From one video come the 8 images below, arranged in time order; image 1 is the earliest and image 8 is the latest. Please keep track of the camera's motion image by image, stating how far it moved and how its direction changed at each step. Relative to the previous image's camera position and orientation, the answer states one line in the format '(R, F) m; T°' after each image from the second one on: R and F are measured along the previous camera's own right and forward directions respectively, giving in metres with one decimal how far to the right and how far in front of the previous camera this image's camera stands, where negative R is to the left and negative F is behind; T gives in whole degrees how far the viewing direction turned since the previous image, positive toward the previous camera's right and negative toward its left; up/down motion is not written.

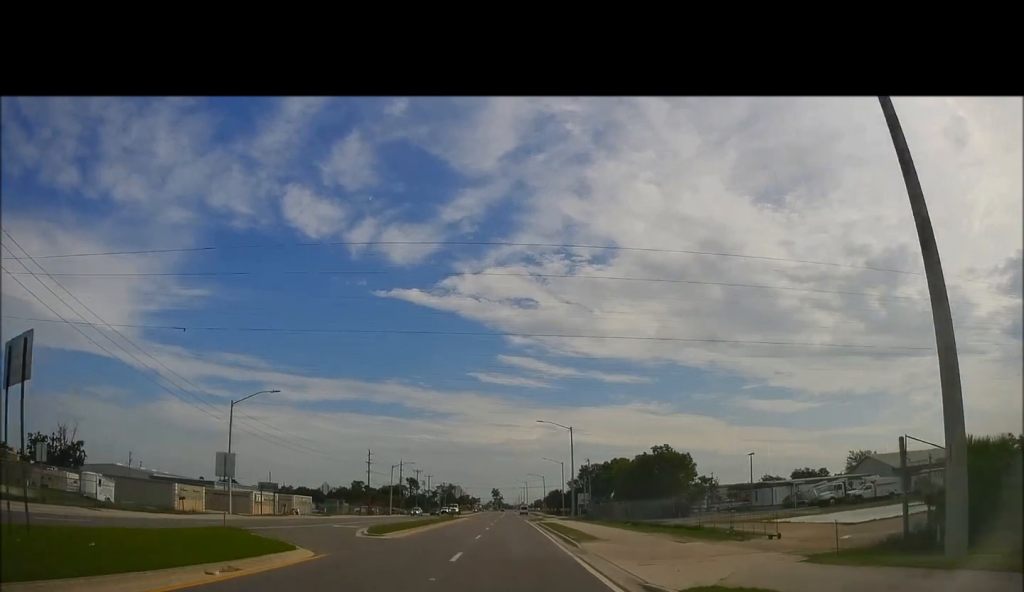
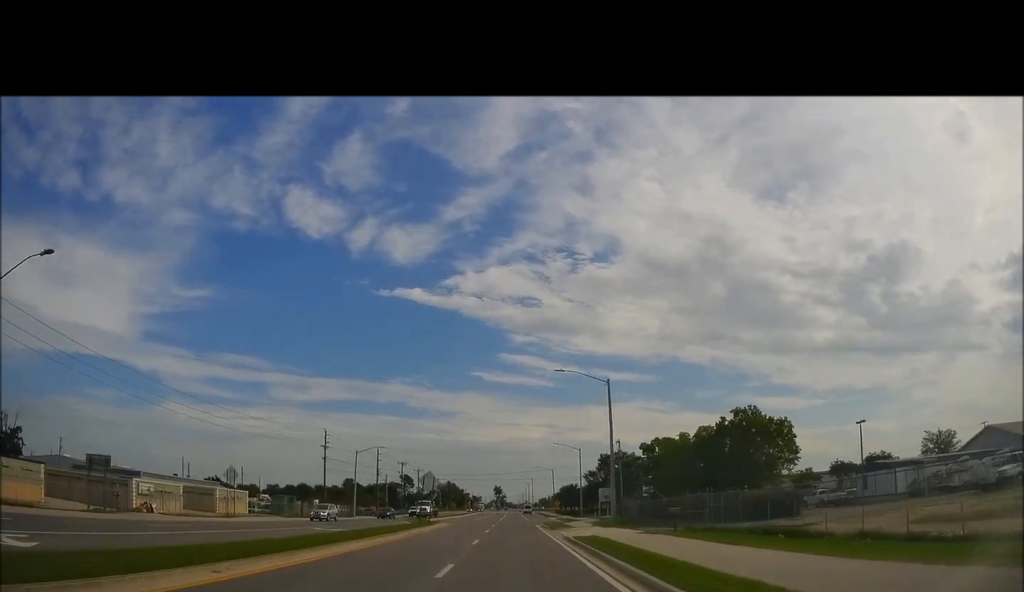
(+0.2, +27.9) m; 0°
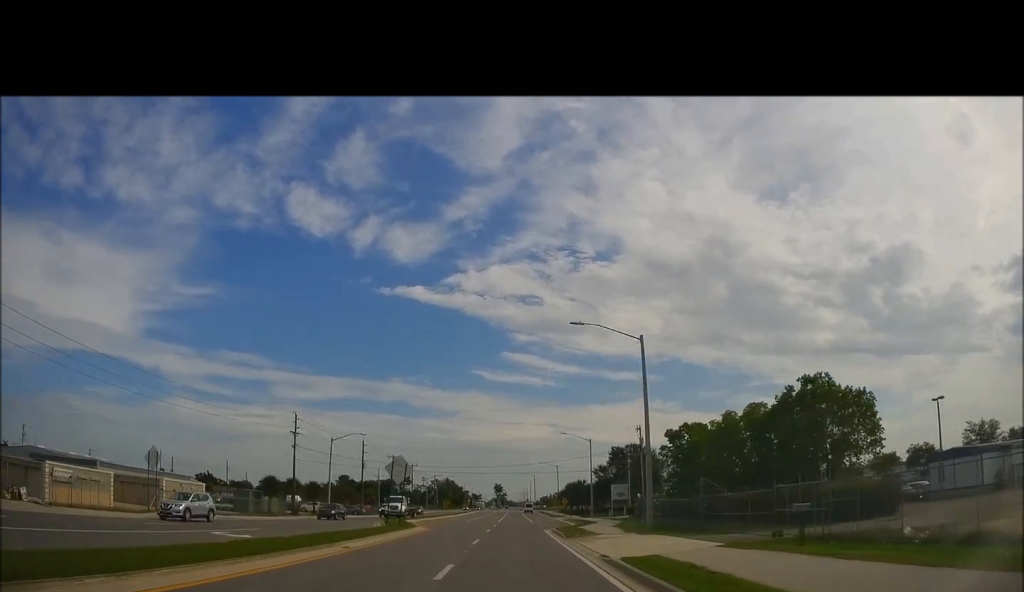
(+0.1, +12.3) m; -1°
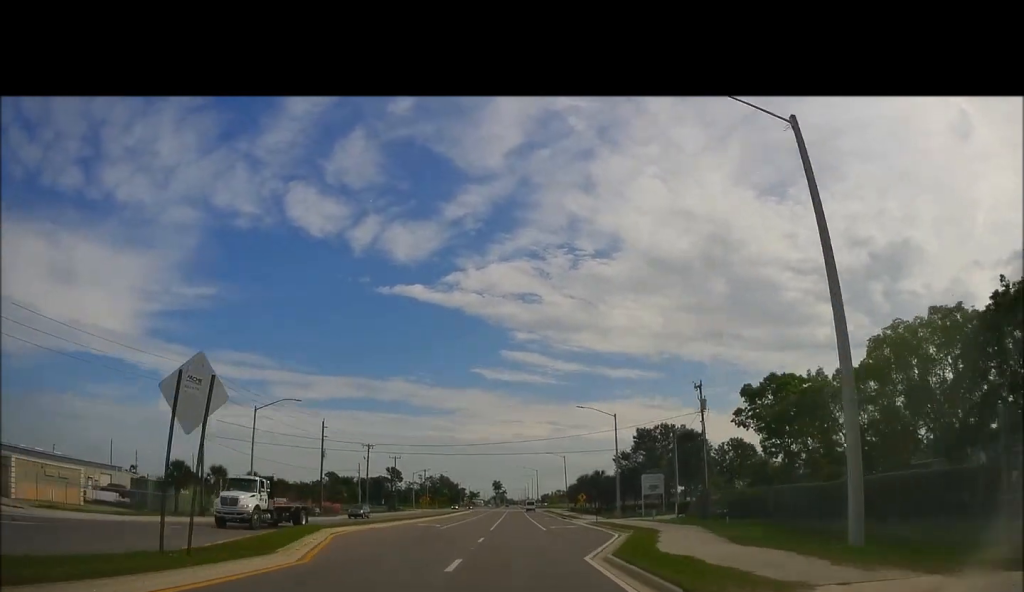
(-0.5, +22.5) m; 0°
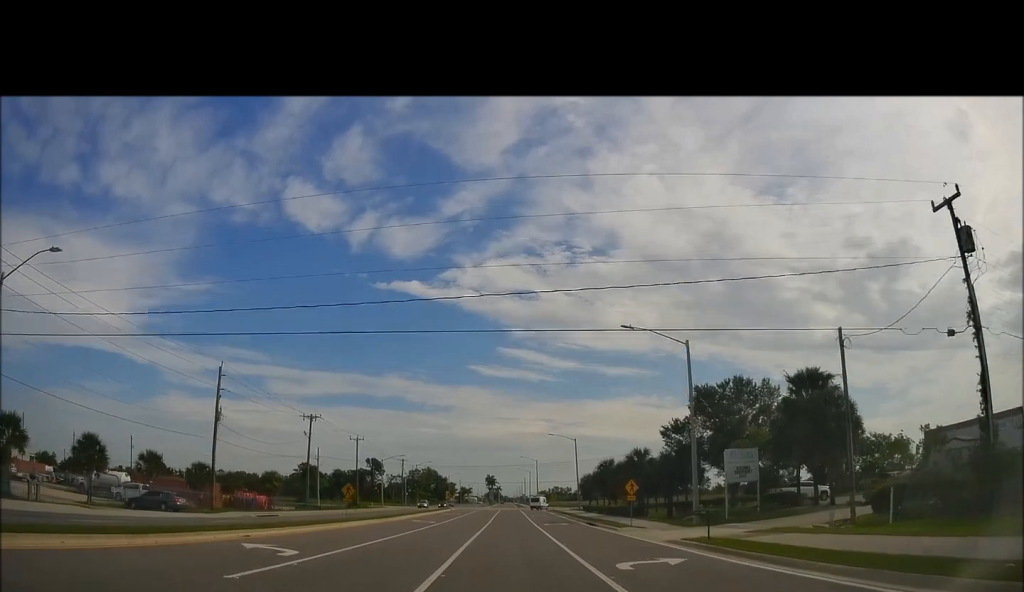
(+0.3, +30.5) m; -1°
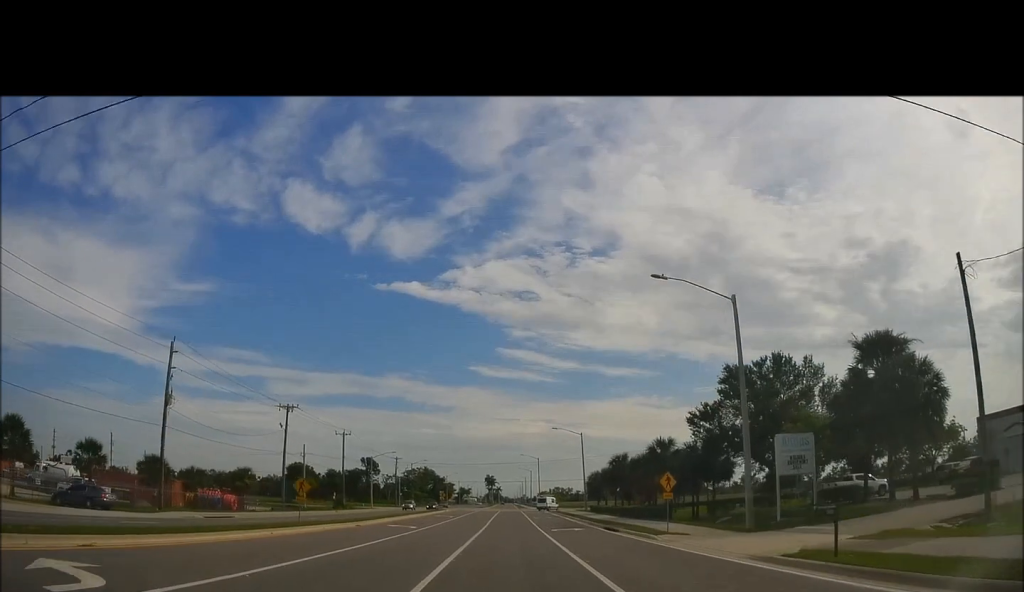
(-0.1, +8.8) m; -1°
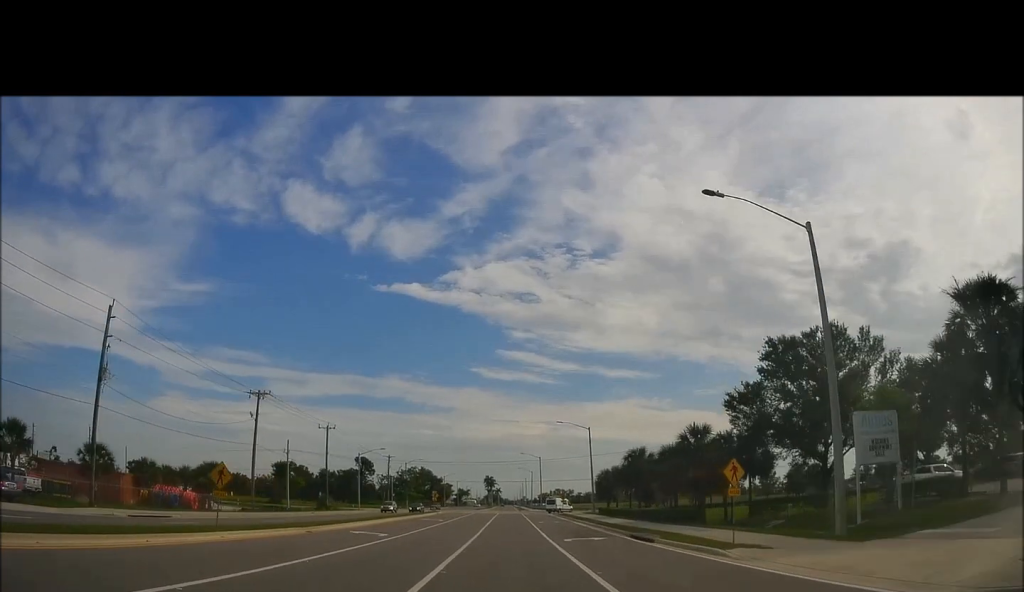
(0.0, +8.9) m; 0°
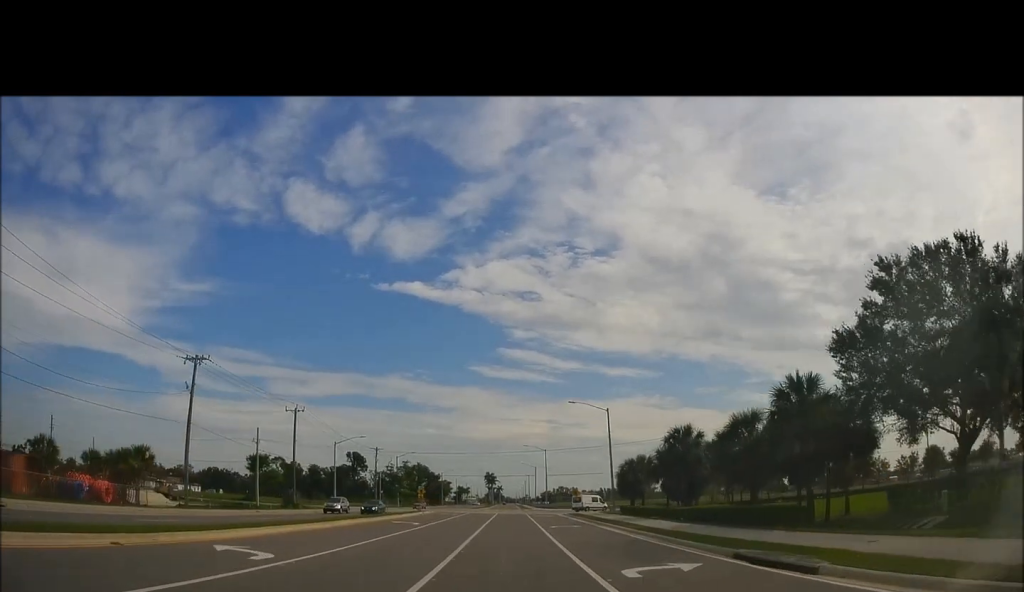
(-0.1, +14.4) m; +1°
